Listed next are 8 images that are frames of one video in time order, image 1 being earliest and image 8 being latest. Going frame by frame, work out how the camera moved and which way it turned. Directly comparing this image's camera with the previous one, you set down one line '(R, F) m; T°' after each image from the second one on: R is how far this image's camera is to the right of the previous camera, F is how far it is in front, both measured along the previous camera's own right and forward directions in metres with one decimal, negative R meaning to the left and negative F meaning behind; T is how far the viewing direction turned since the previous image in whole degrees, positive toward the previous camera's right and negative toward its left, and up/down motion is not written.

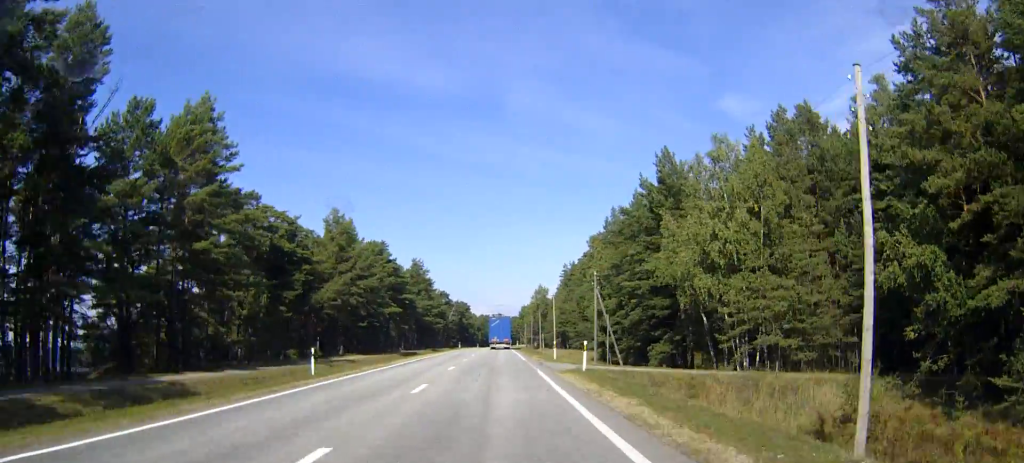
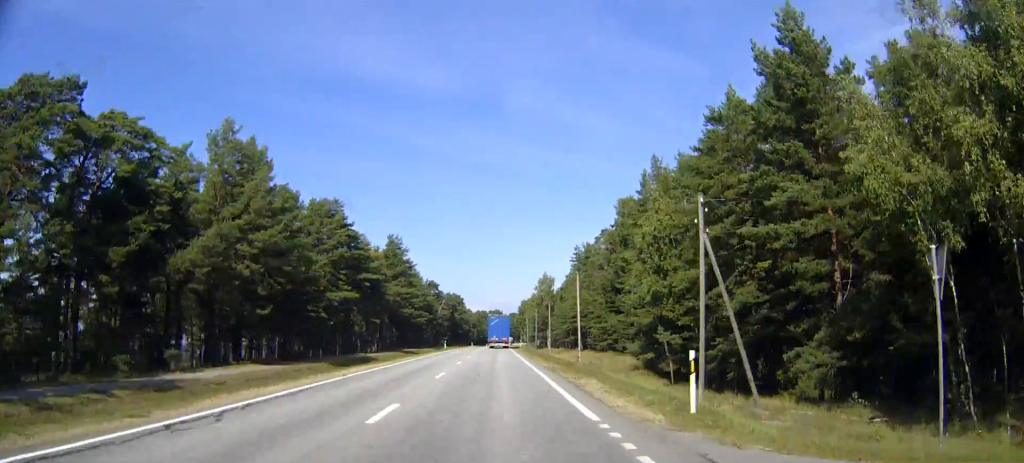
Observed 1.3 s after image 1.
(0.0, +30.3) m; 0°
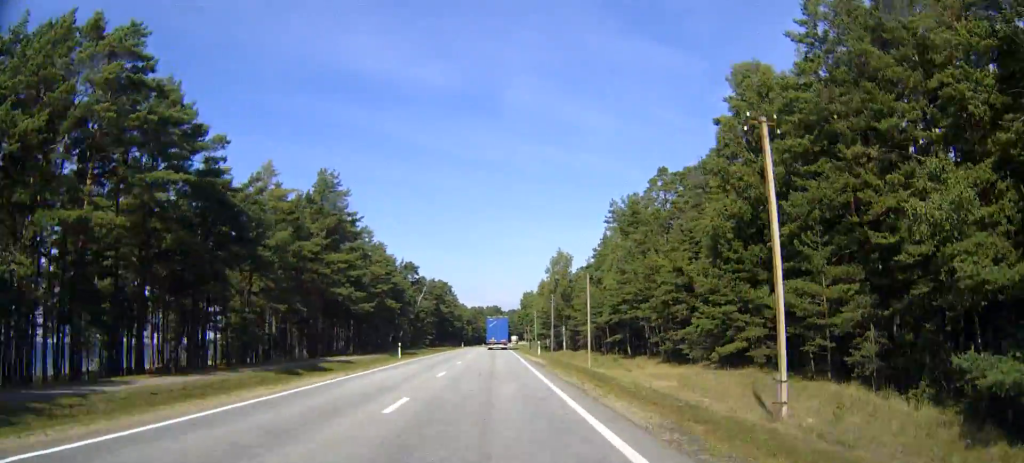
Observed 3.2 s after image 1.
(+0.2, +46.3) m; 0°
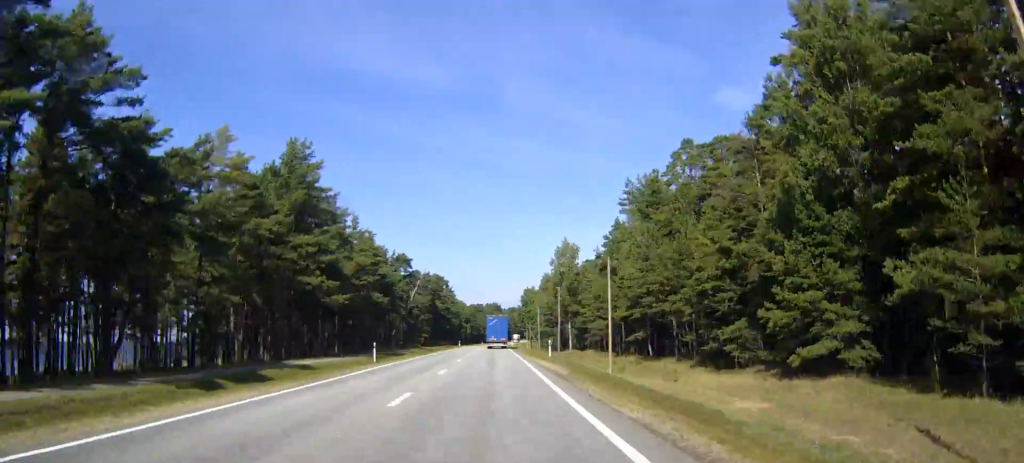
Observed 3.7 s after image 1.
(0.0, +11.2) m; 0°
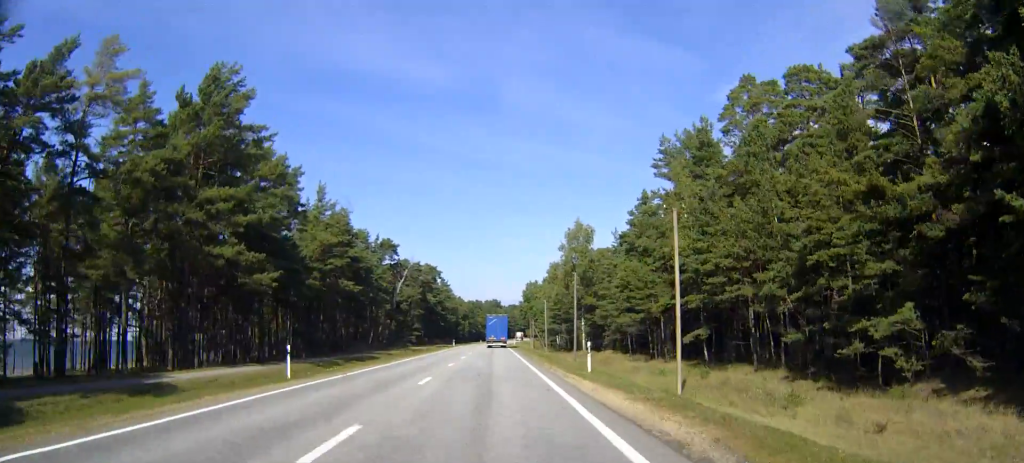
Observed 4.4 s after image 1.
(0.0, +18.4) m; 0°
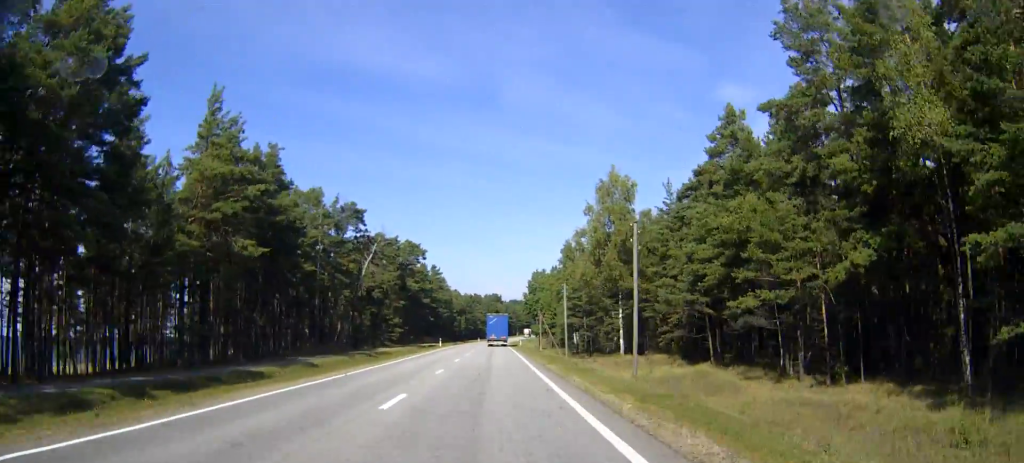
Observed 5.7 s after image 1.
(0.0, +30.3) m; 0°
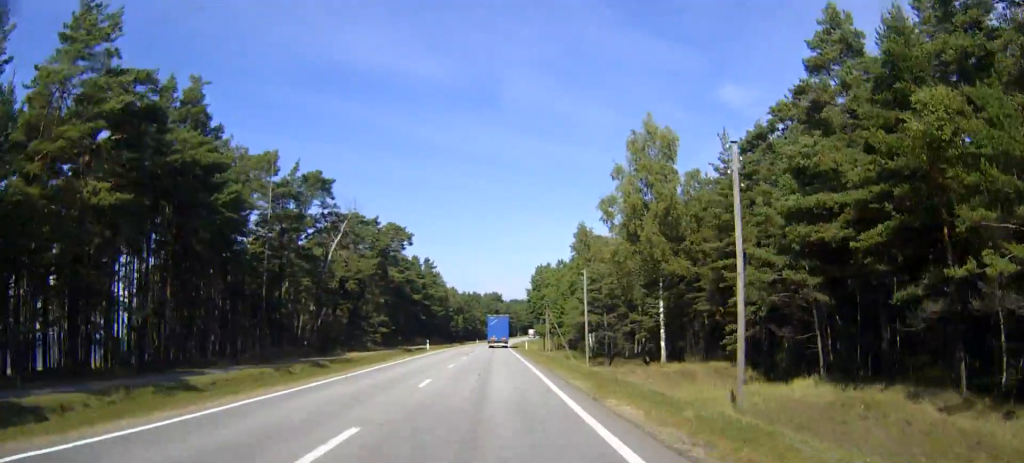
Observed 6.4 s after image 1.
(0.0, +17.6) m; 0°
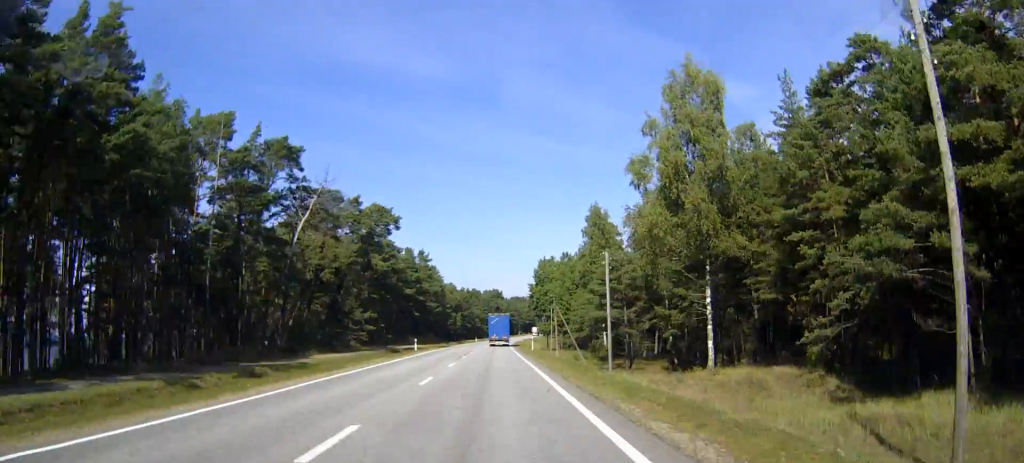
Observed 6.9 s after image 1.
(0.0, +12.0) m; 0°
